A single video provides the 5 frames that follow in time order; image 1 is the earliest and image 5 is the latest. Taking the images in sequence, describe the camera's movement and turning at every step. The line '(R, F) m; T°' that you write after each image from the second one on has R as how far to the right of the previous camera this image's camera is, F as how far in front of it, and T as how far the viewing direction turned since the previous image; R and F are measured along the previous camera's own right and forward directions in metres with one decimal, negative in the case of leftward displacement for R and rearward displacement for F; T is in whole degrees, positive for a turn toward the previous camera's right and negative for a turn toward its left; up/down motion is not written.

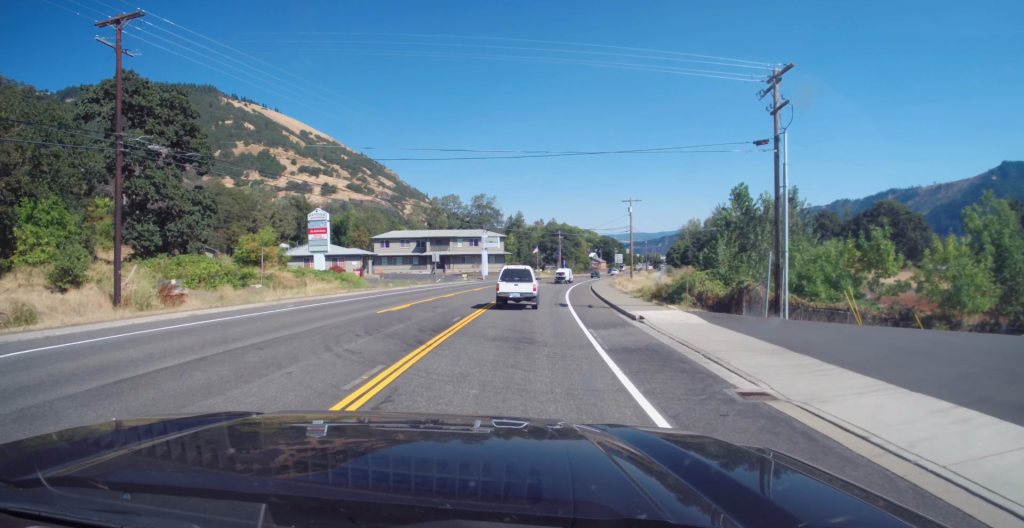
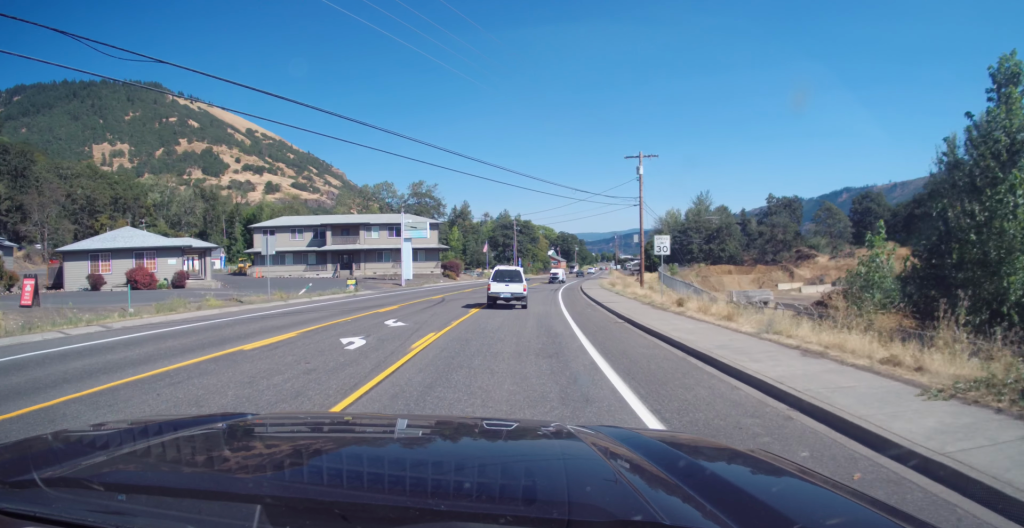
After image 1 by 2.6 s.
(-0.3, +36.3) m; +3°
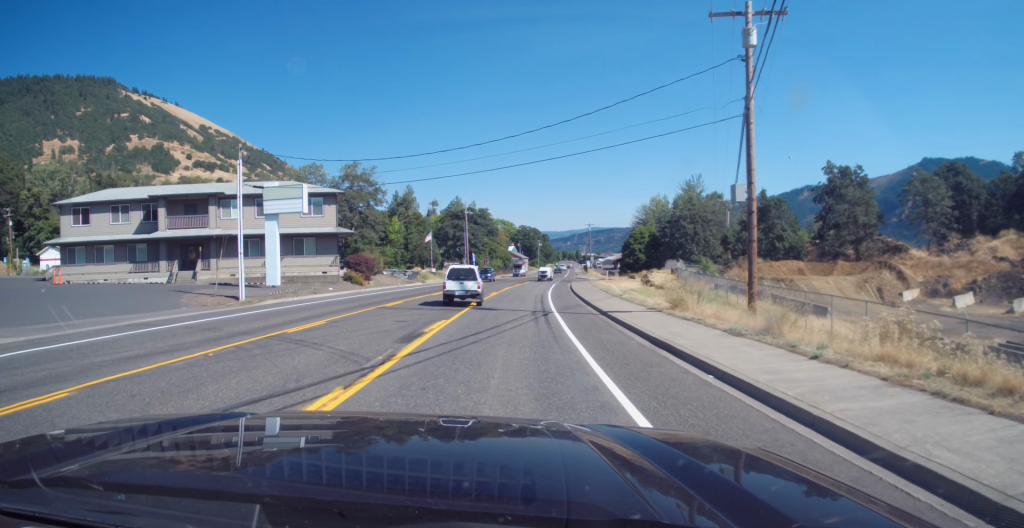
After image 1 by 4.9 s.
(+1.1, +32.0) m; +4°
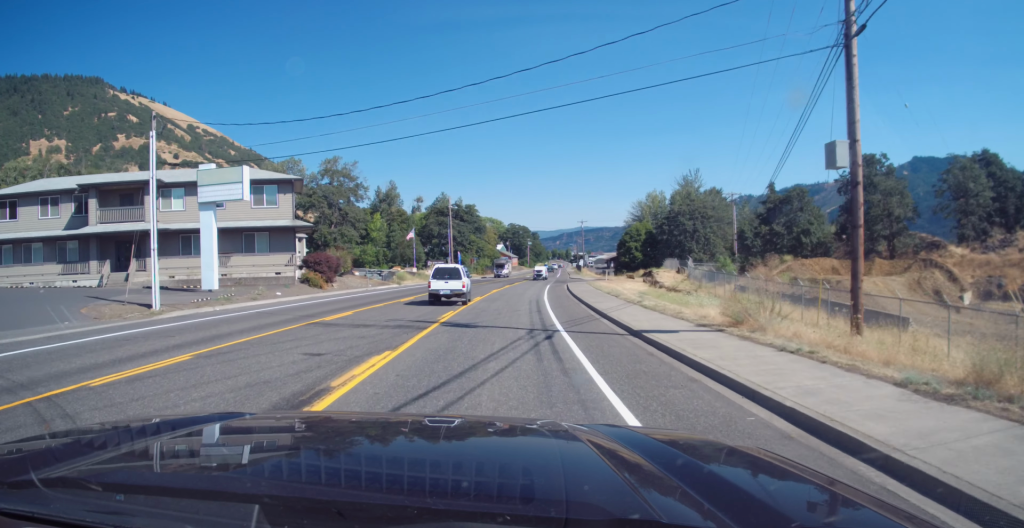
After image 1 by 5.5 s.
(+0.3, +8.1) m; +1°
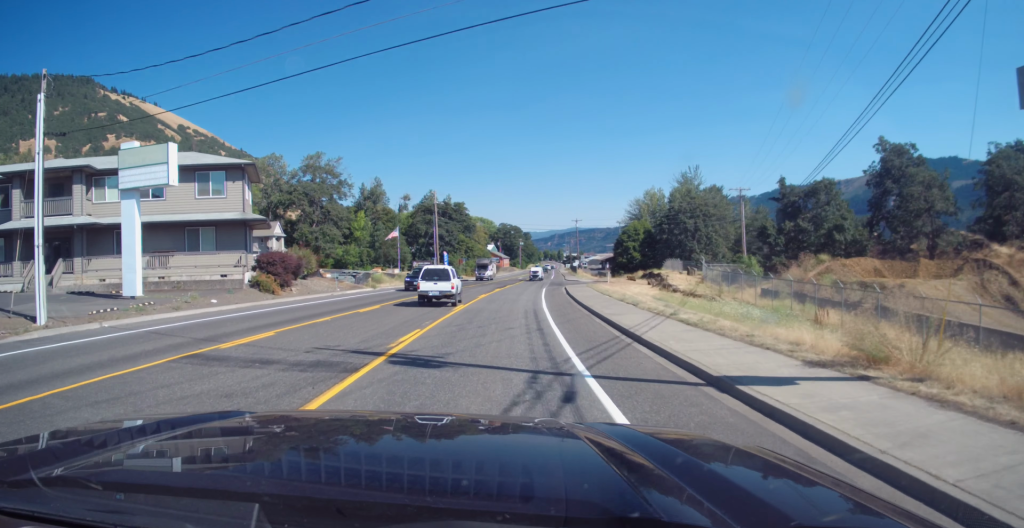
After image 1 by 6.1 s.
(+0.1, +7.5) m; +1°
